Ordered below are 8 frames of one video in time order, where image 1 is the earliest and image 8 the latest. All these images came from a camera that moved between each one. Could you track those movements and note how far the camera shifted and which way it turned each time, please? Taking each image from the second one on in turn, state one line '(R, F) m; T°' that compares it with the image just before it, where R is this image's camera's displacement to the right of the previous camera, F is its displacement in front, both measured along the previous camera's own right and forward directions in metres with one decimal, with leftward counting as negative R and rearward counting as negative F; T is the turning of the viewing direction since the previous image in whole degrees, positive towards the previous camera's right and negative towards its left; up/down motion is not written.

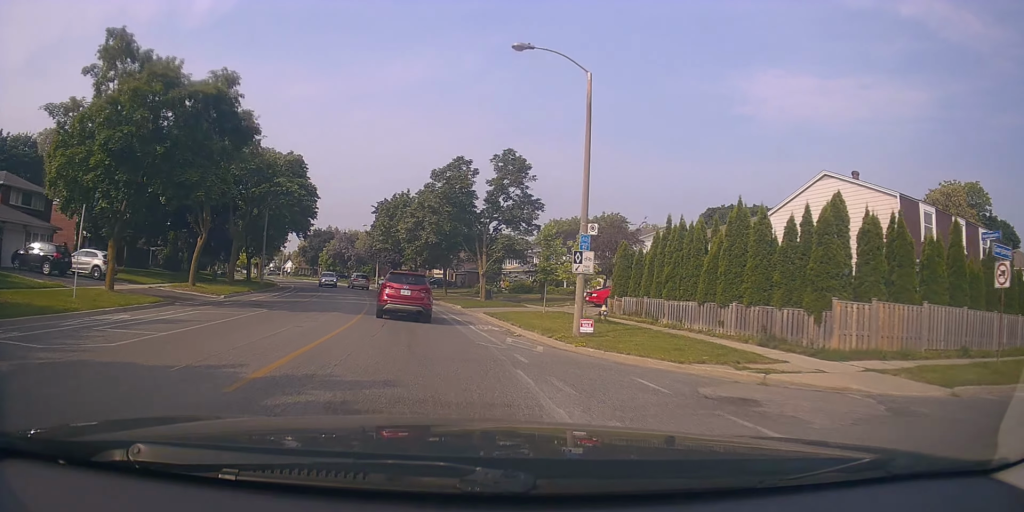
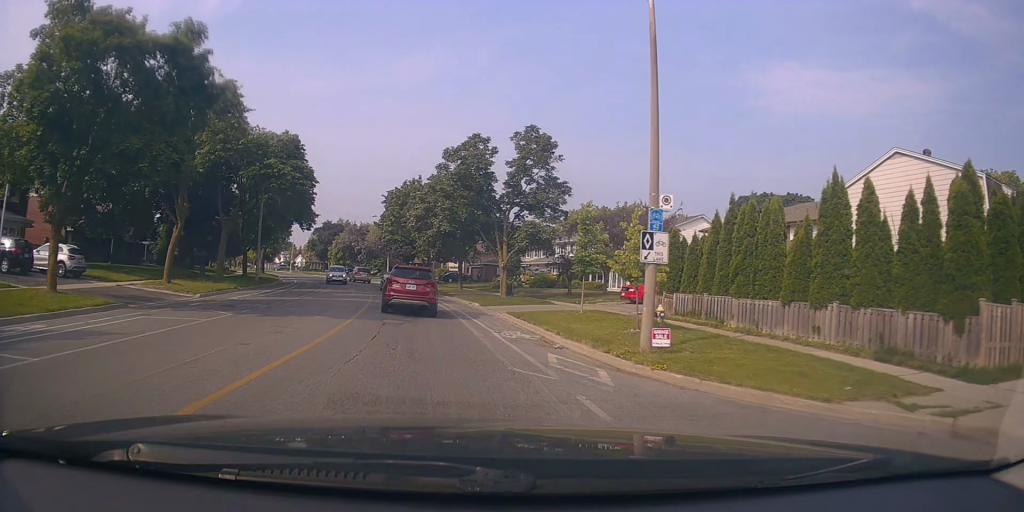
(-0.2, +4.6) m; -1°
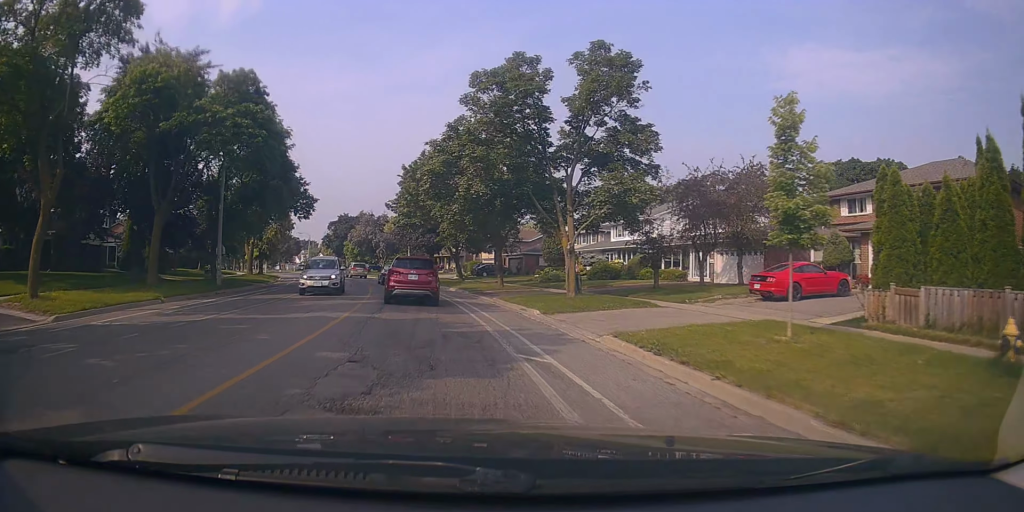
(-0.3, +11.9) m; -2°
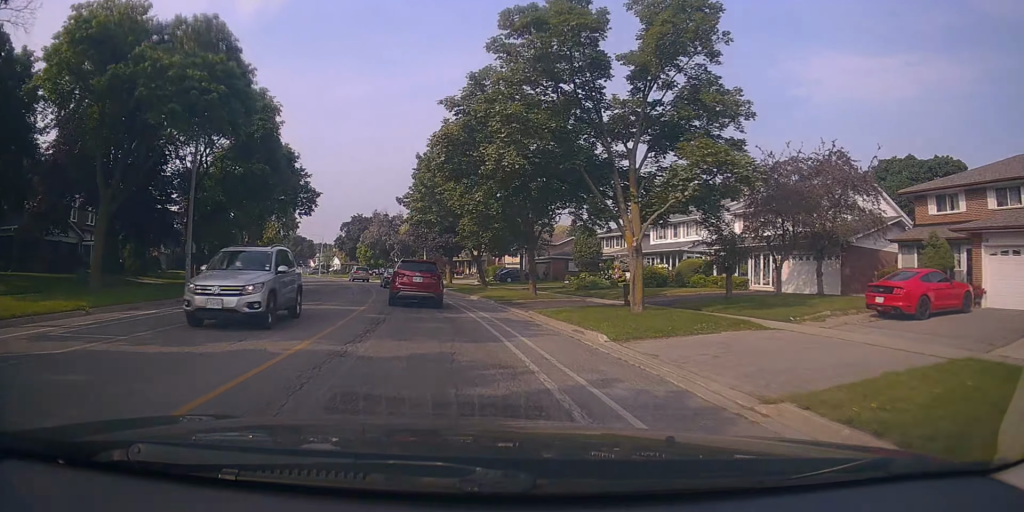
(+0.2, +5.9) m; -1°
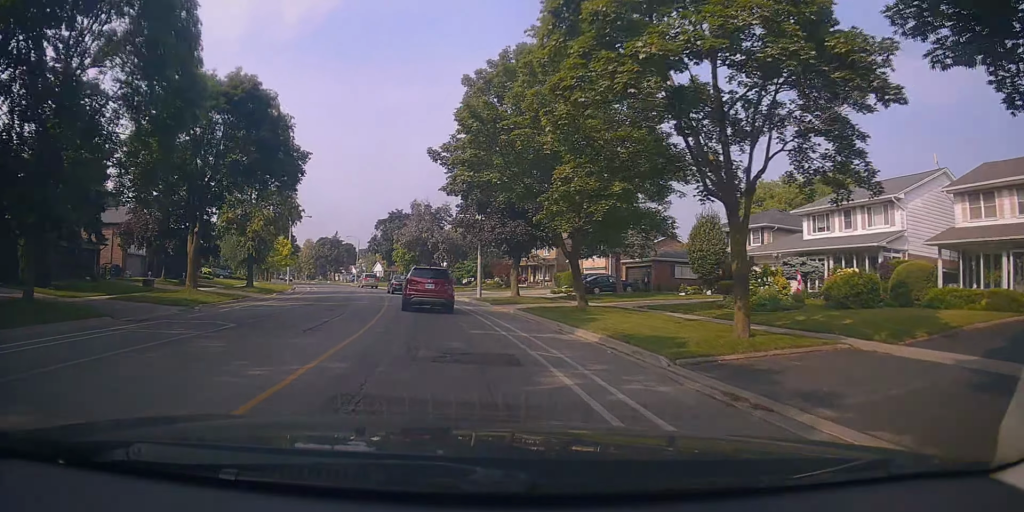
(-1.4, +16.4) m; -7°
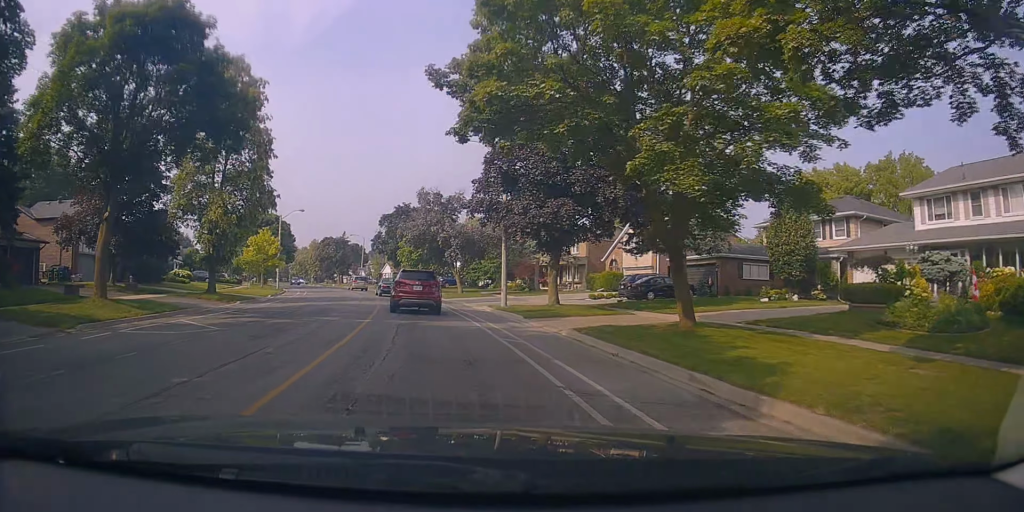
(-0.2, +8.9) m; -1°
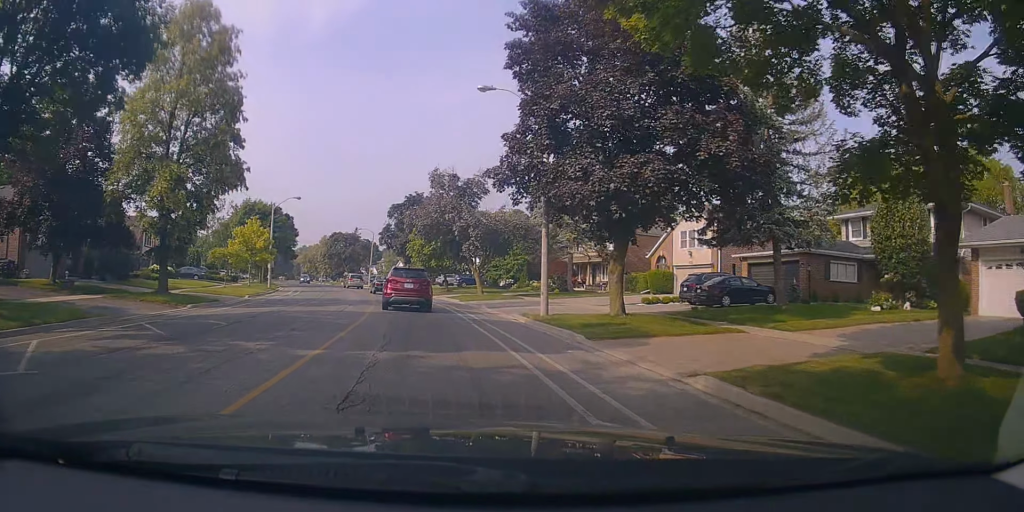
(-0.1, +7.6) m; 0°
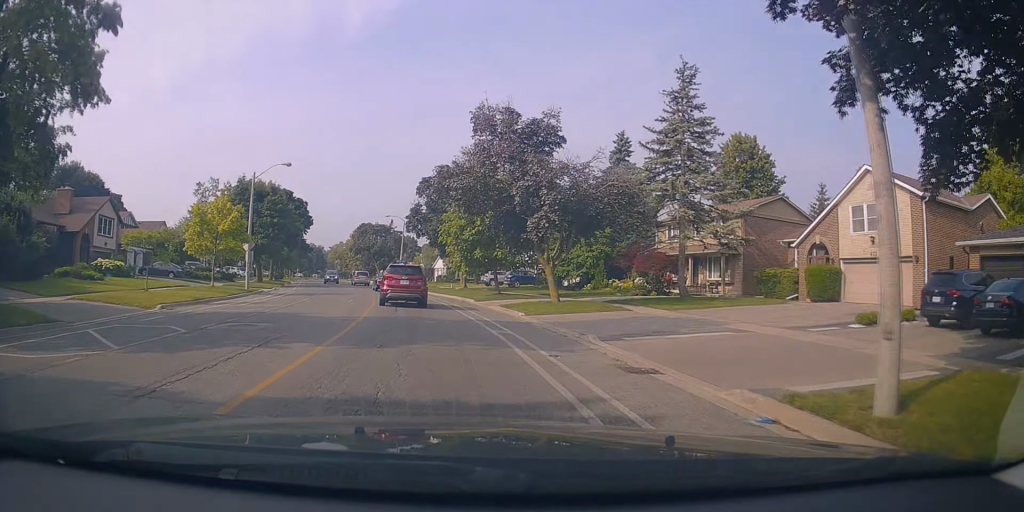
(-0.5, +15.0) m; -6°
